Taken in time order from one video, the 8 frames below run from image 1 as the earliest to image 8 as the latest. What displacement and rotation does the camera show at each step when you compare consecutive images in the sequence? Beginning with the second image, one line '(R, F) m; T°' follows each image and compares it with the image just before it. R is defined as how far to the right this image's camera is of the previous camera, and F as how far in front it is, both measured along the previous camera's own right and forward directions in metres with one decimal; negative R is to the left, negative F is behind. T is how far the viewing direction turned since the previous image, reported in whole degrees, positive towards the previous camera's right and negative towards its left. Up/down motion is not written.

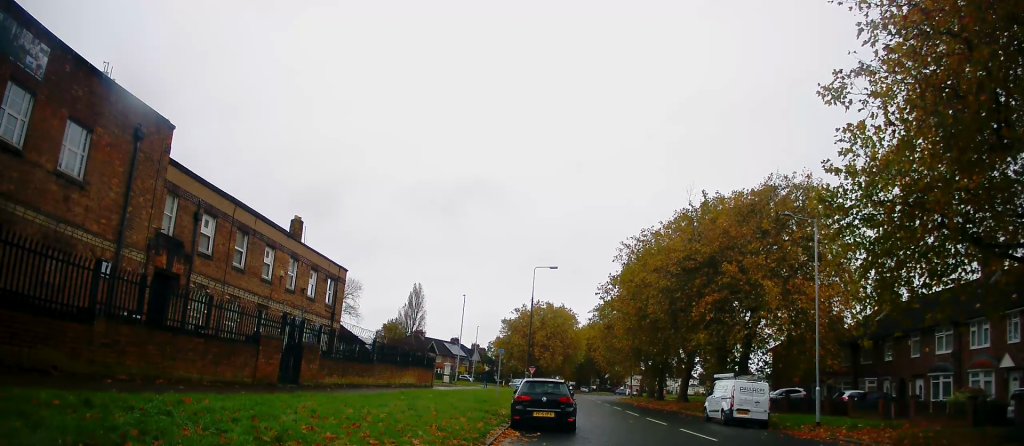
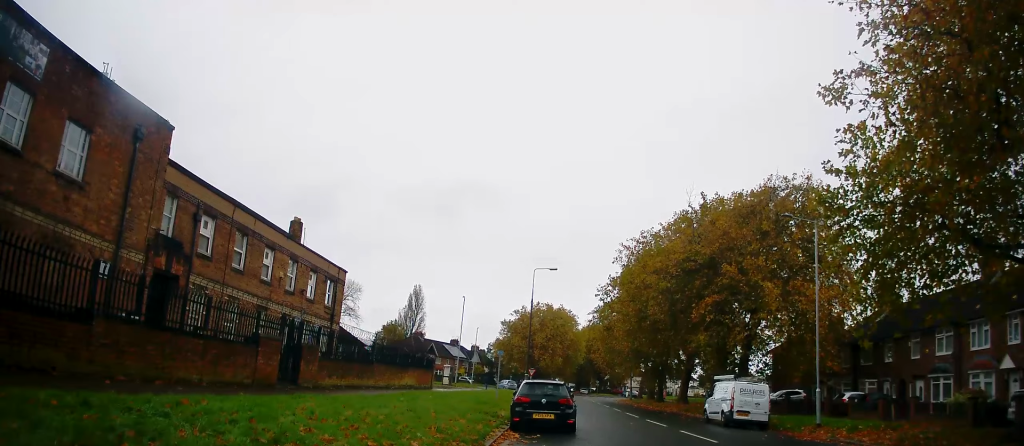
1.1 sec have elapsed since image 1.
(0.0, 0.0) m; 0°
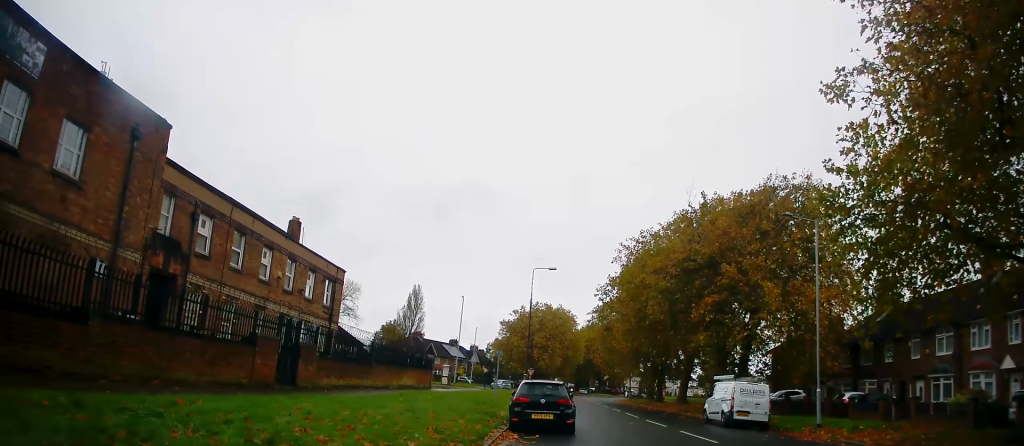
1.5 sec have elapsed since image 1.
(0.0, 0.0) m; 0°
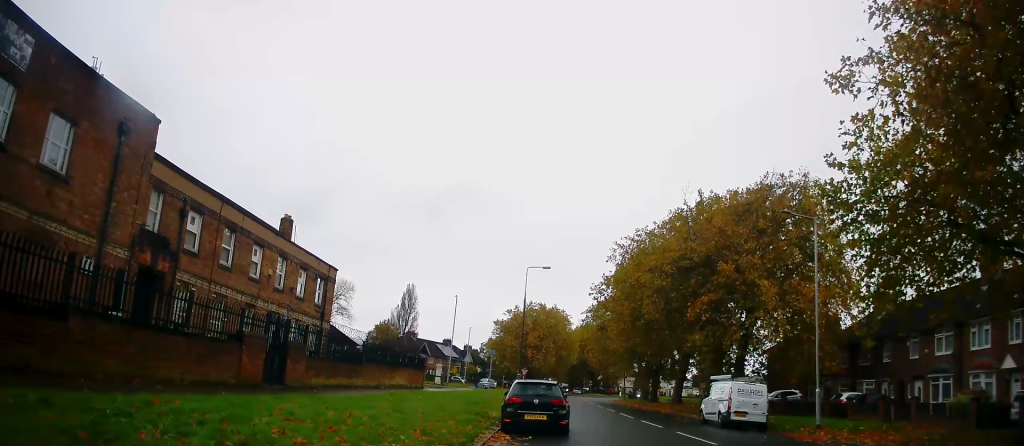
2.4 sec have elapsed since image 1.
(+0.1, +0.3) m; 0°
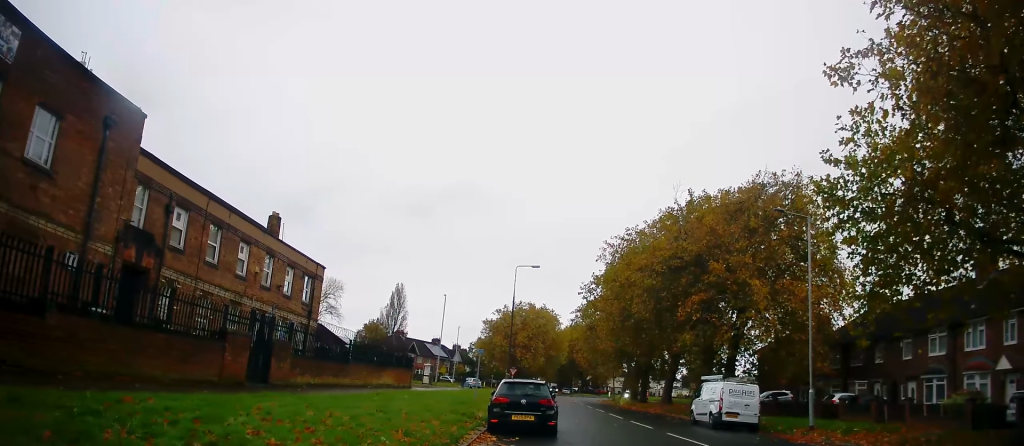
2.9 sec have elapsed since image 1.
(+0.1, +0.3) m; +2°
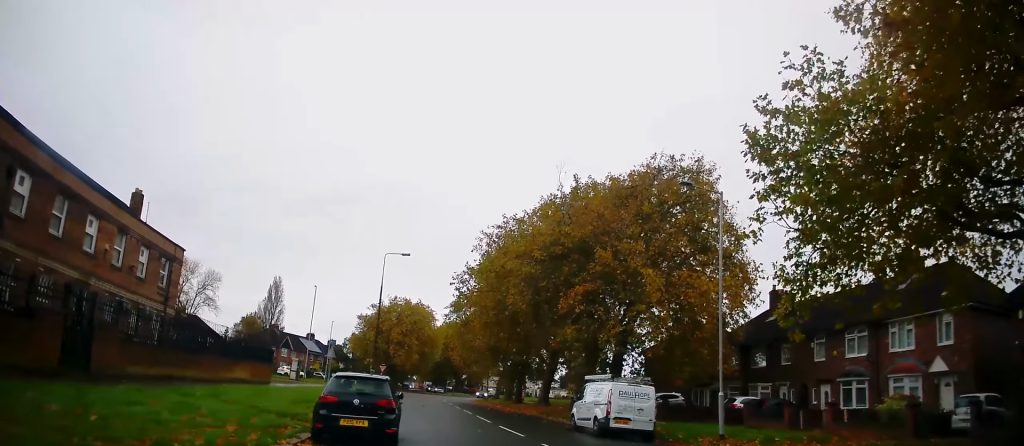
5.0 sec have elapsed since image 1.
(+0.4, +3.4) m; +7°
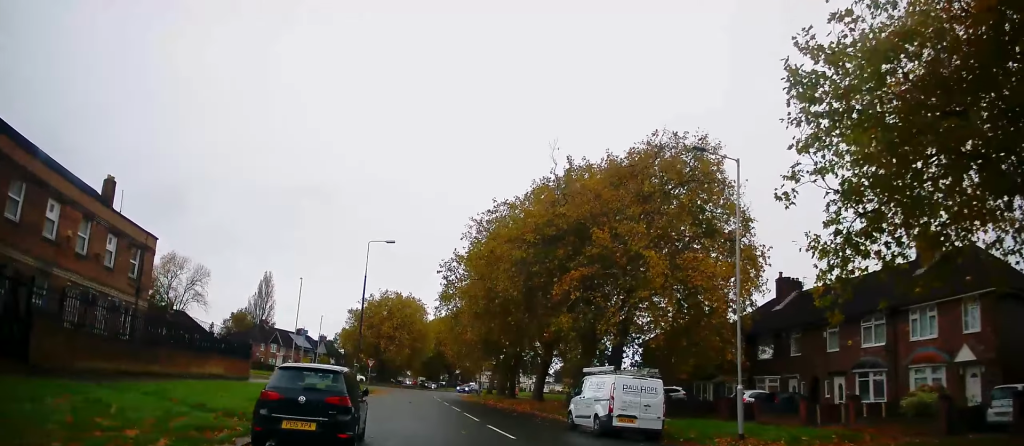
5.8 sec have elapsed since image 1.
(+0.1, +2.1) m; -3°
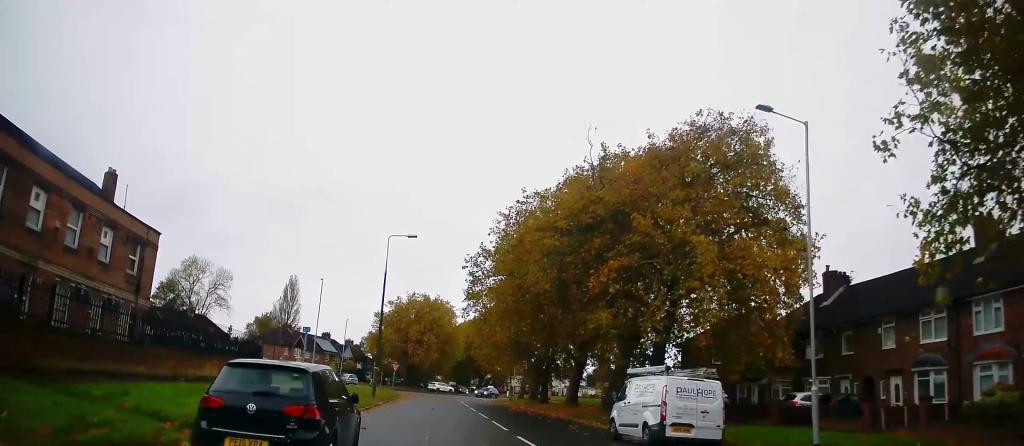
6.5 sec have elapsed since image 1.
(-0.2, +2.6) m; -4°
